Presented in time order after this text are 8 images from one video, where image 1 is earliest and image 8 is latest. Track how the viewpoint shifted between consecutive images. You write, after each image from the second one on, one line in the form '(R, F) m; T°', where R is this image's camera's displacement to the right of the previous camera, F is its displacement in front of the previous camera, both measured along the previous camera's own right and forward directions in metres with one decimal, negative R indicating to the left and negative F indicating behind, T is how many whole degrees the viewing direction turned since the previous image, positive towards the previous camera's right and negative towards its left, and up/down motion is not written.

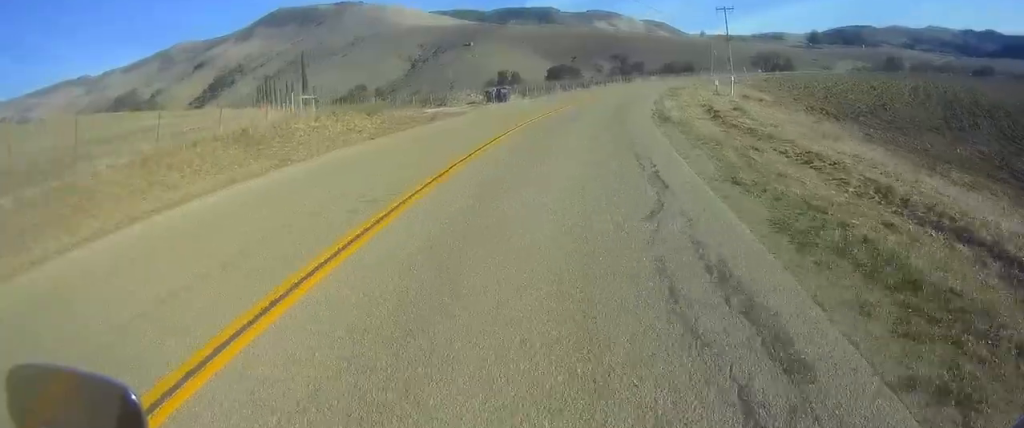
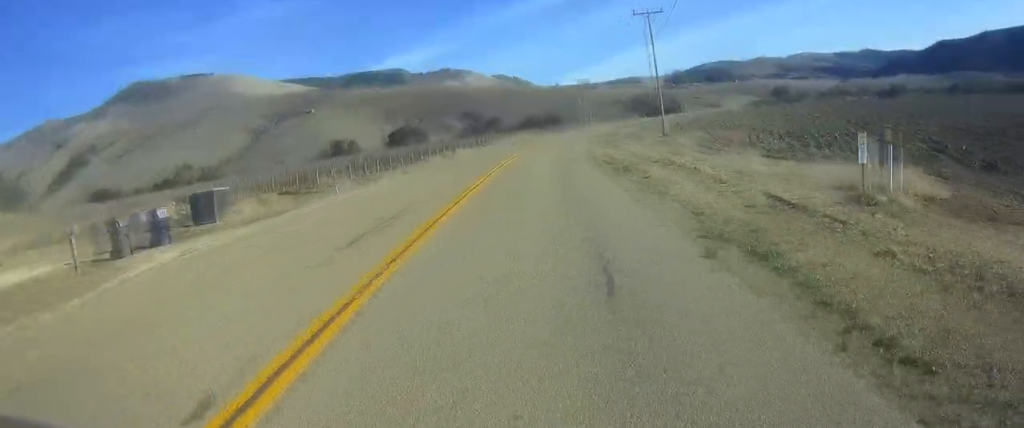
(+2.5, +37.1) m; +9°
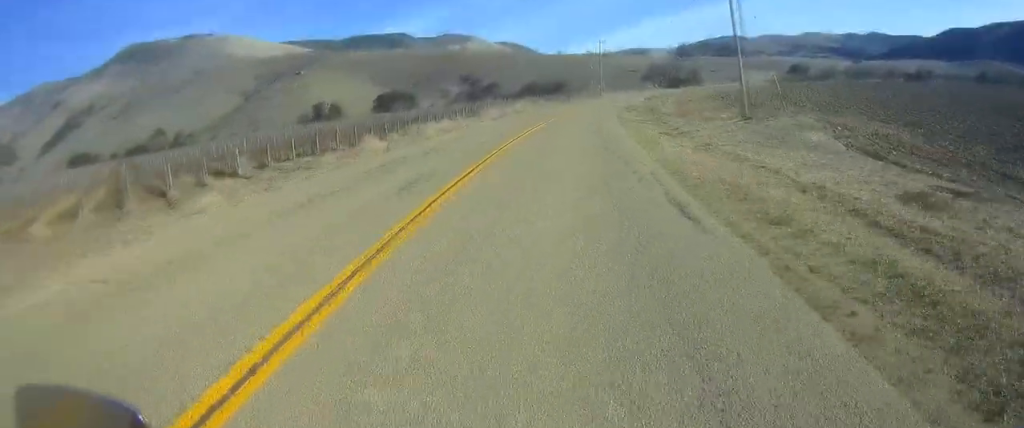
(+0.9, +21.6) m; +3°
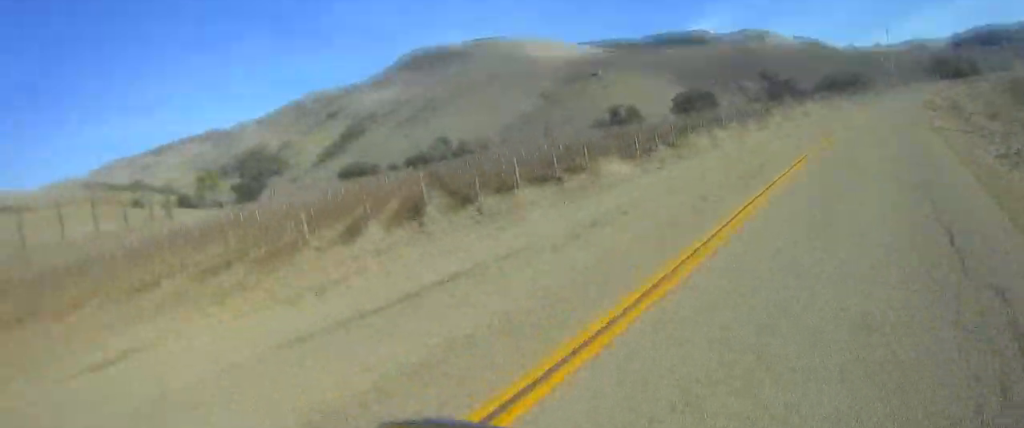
(0.0, +10.3) m; +1°
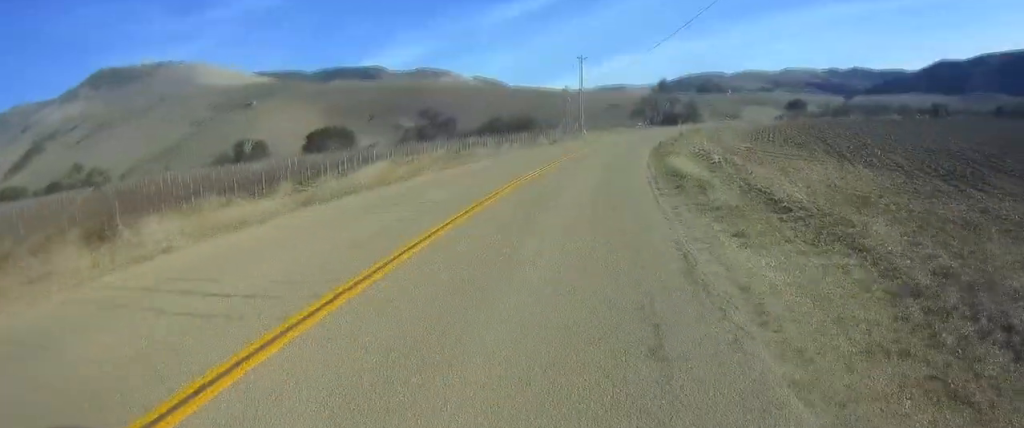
(+0.7, +25.2) m; +5°
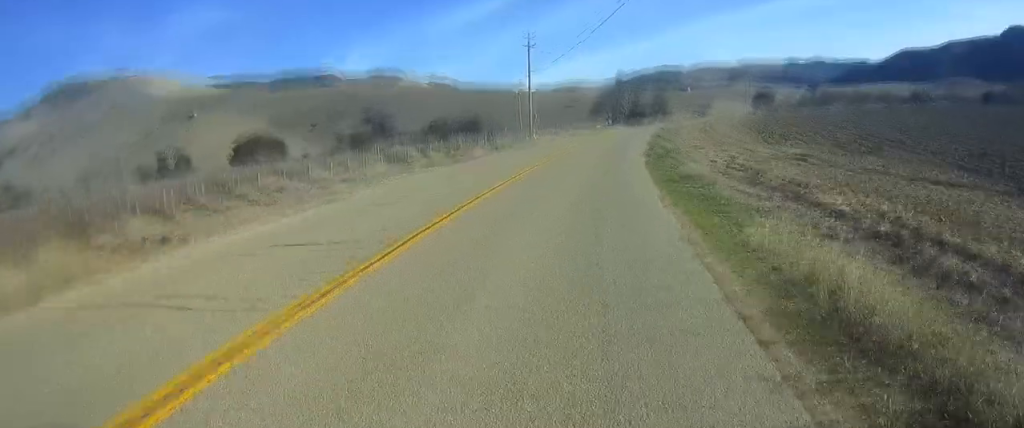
(+0.8, +17.5) m; +5°
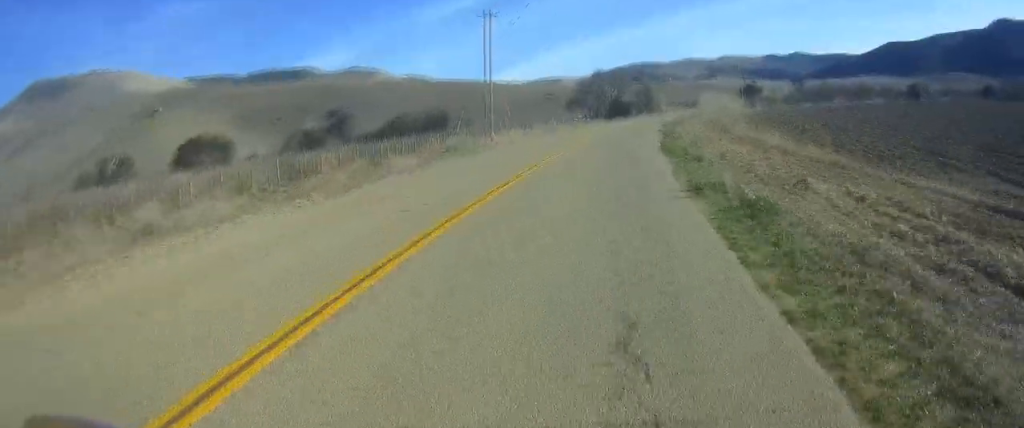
(+0.6, +15.3) m; +2°
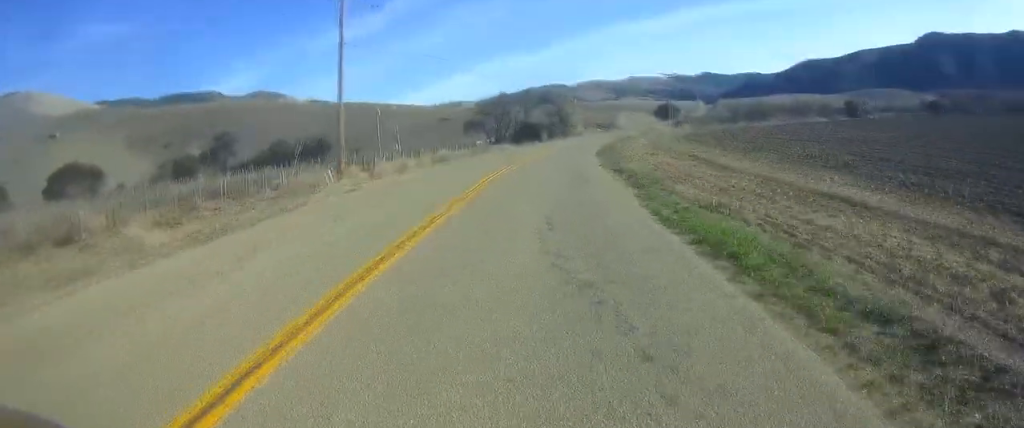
(+0.1, +16.8) m; 0°
